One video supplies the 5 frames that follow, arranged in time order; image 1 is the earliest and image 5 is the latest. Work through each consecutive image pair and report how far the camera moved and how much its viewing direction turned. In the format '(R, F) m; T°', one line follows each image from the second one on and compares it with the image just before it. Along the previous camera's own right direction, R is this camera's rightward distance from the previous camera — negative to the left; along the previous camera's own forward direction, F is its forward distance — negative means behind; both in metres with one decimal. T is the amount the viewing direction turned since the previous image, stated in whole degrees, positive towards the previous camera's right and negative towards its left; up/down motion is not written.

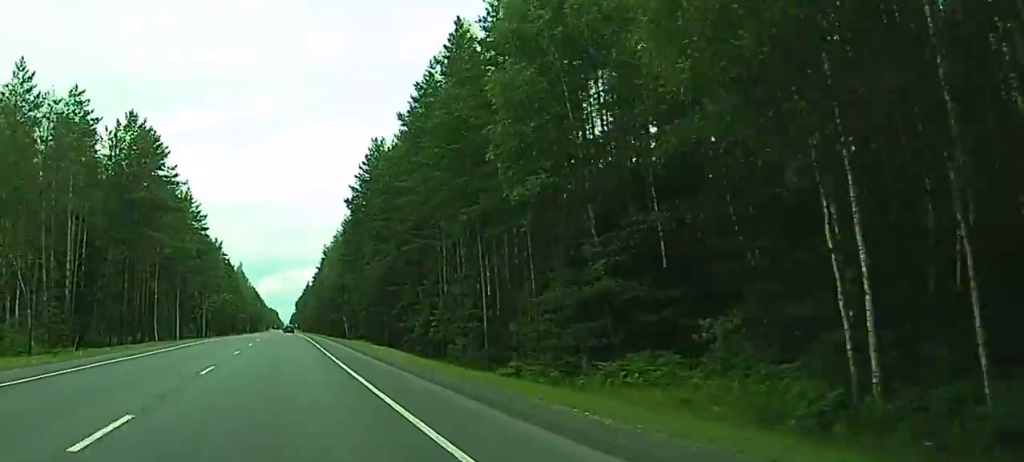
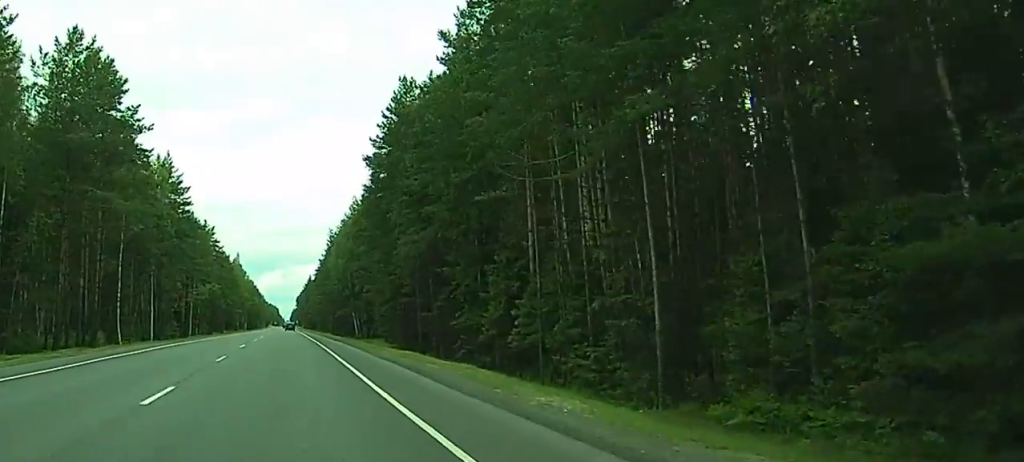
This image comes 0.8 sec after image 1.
(0.0, +20.9) m; 0°
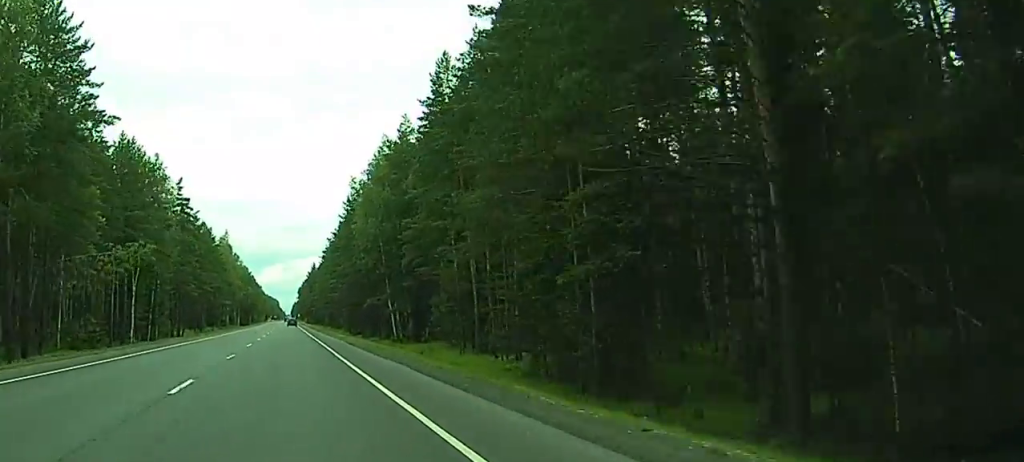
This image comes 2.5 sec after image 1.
(-0.1, +48.2) m; 0°
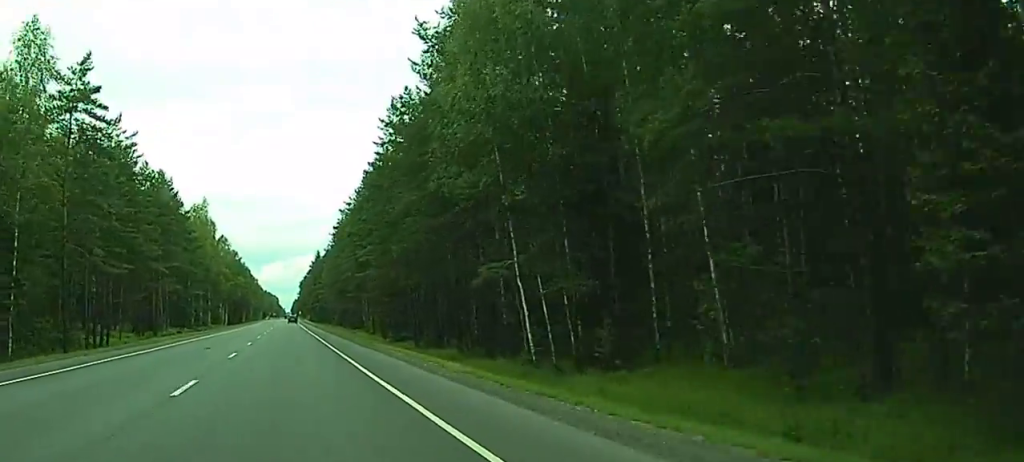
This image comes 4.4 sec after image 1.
(+0.4, +50.9) m; +2°
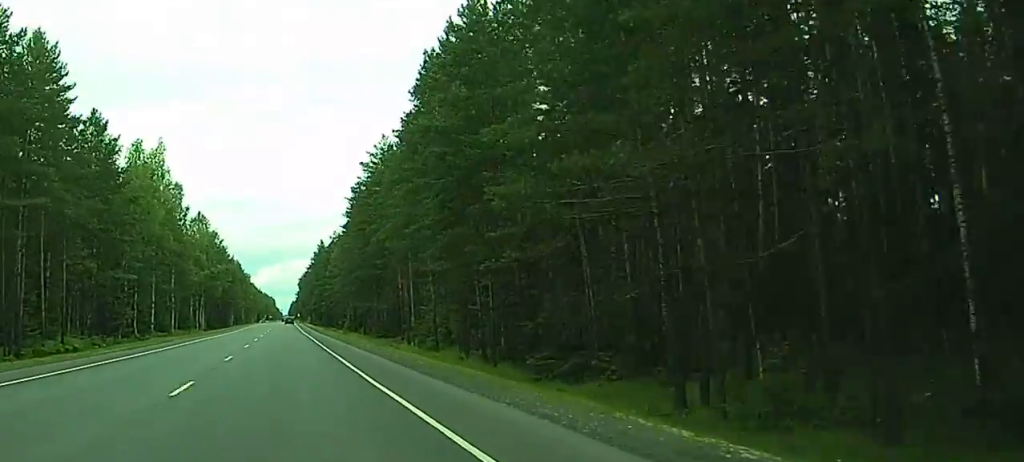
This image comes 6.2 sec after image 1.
(+1.7, +50.1) m; -2°
